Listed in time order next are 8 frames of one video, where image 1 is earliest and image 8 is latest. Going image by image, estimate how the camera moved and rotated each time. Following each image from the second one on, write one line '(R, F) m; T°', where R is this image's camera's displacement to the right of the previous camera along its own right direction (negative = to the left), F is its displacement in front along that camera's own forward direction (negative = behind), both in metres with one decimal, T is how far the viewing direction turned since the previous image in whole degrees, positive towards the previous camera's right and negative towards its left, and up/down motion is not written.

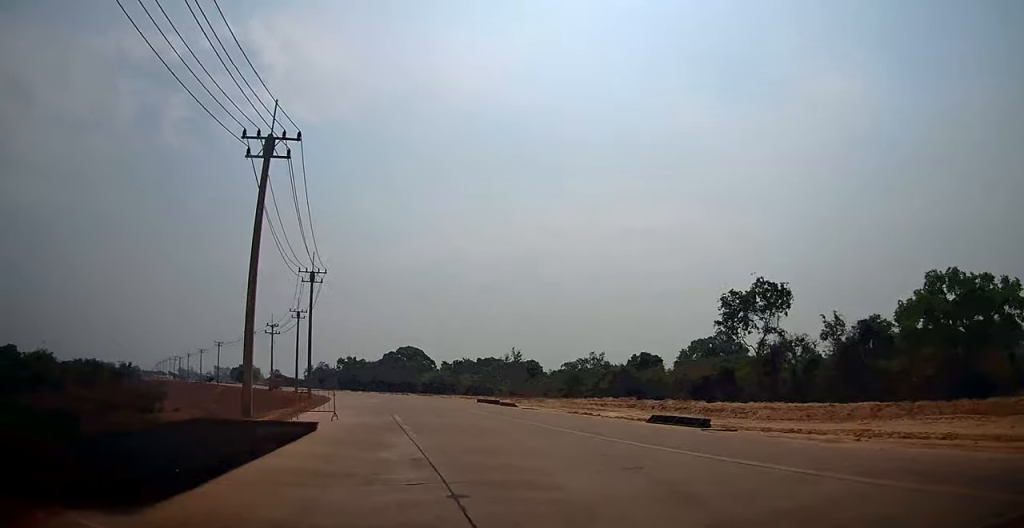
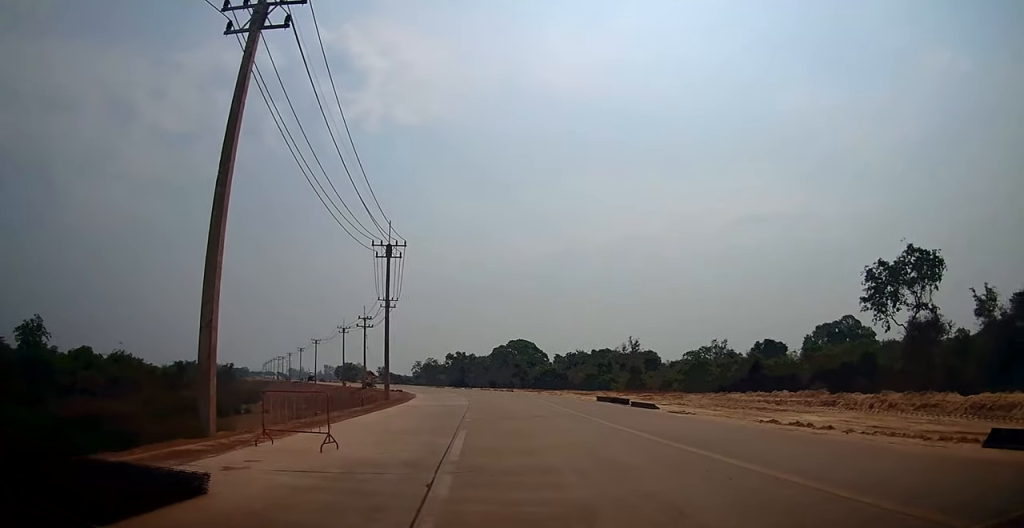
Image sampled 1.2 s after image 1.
(-1.1, +9.2) m; -13°
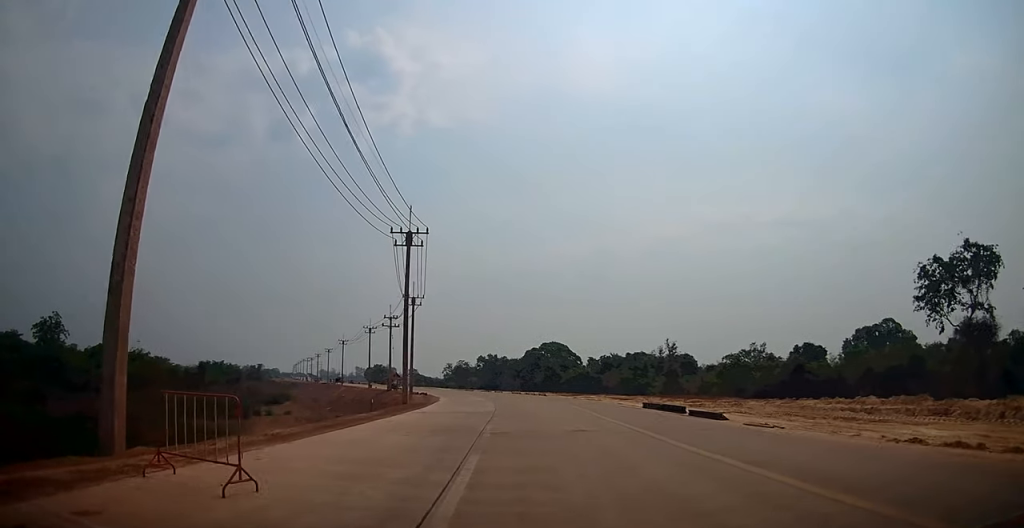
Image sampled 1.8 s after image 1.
(-0.2, +3.9) m; -4°
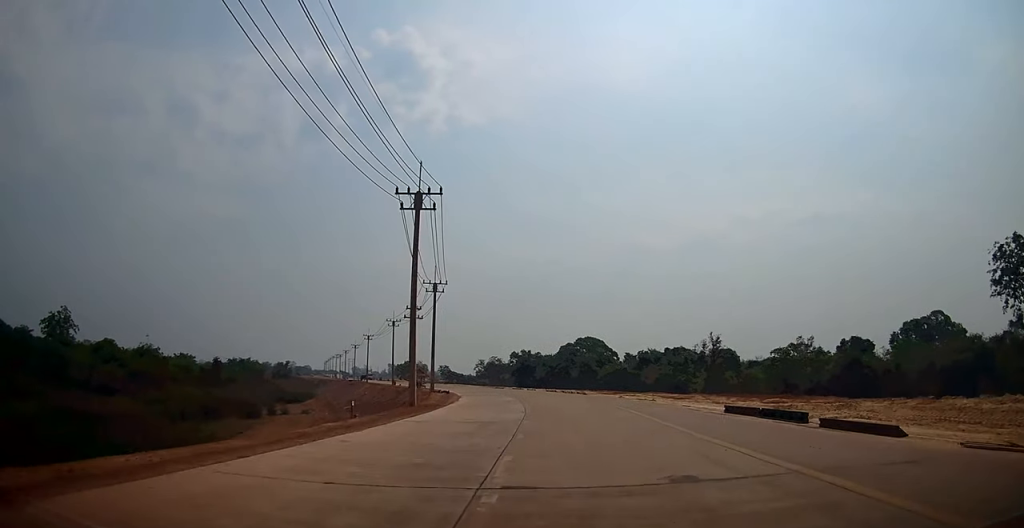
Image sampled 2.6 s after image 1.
(-0.3, +6.4) m; -5°
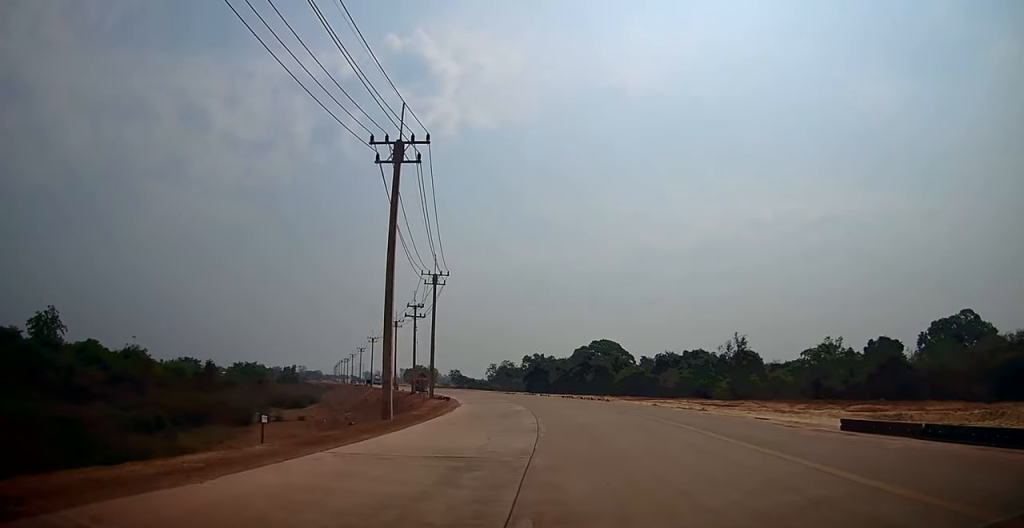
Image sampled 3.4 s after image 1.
(-0.2, +6.3) m; -4°
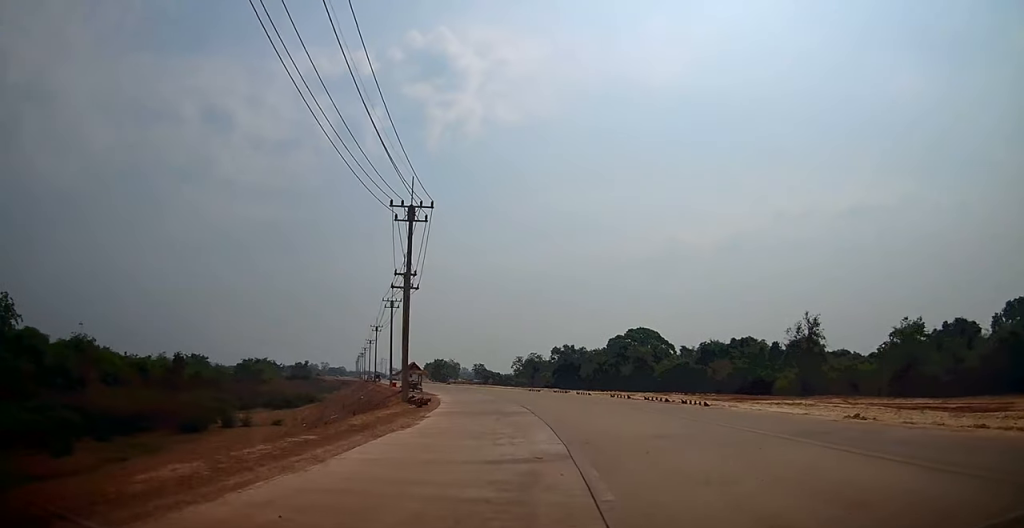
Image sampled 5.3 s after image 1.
(-0.5, +16.3) m; -3°
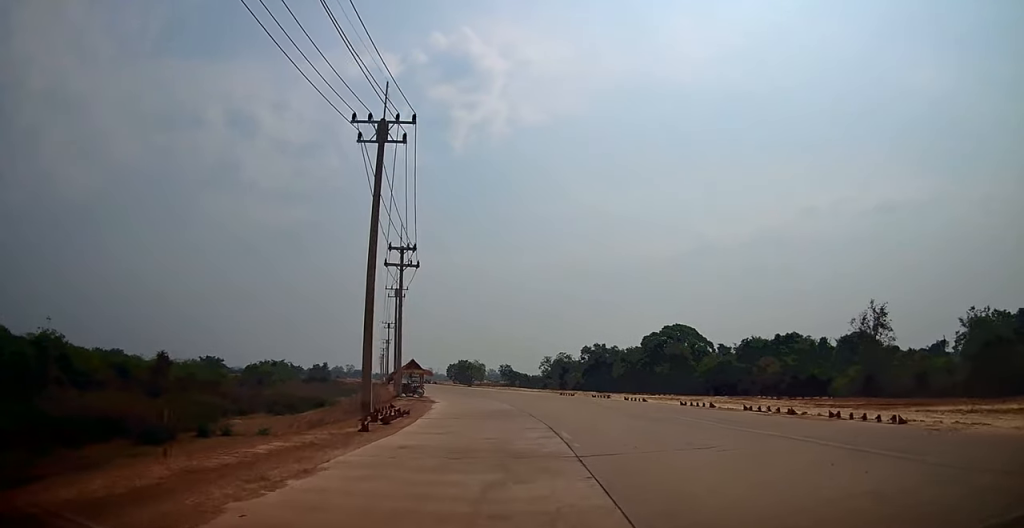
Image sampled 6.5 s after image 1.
(-0.3, +10.4) m; -4°
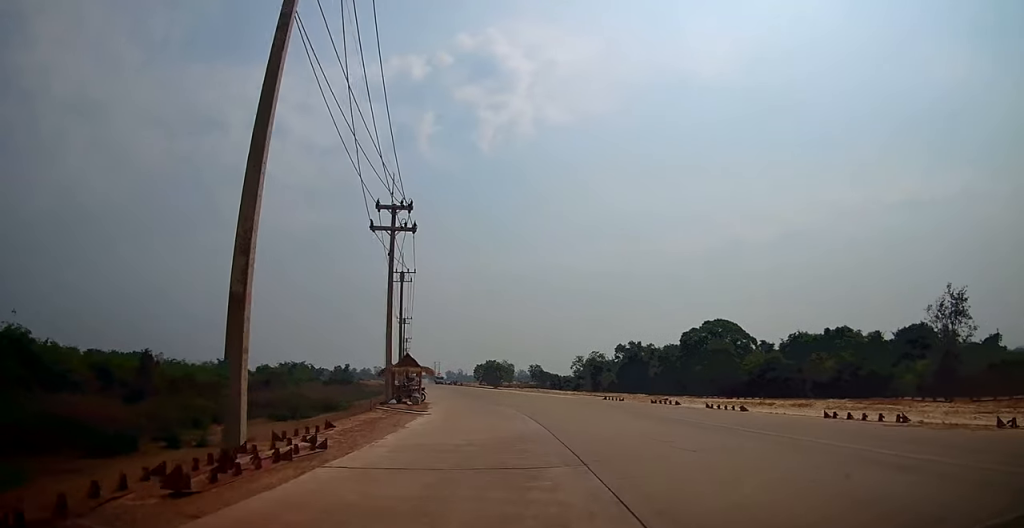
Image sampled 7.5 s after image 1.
(-0.4, +9.9) m; -2°
